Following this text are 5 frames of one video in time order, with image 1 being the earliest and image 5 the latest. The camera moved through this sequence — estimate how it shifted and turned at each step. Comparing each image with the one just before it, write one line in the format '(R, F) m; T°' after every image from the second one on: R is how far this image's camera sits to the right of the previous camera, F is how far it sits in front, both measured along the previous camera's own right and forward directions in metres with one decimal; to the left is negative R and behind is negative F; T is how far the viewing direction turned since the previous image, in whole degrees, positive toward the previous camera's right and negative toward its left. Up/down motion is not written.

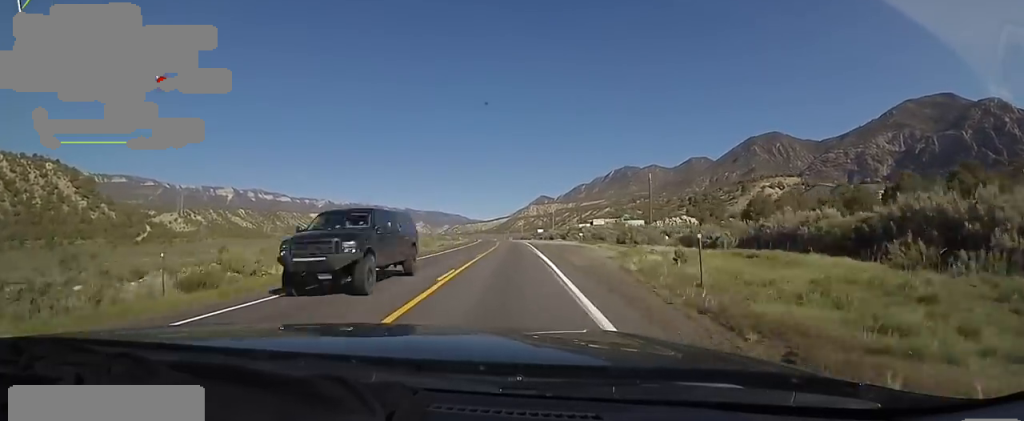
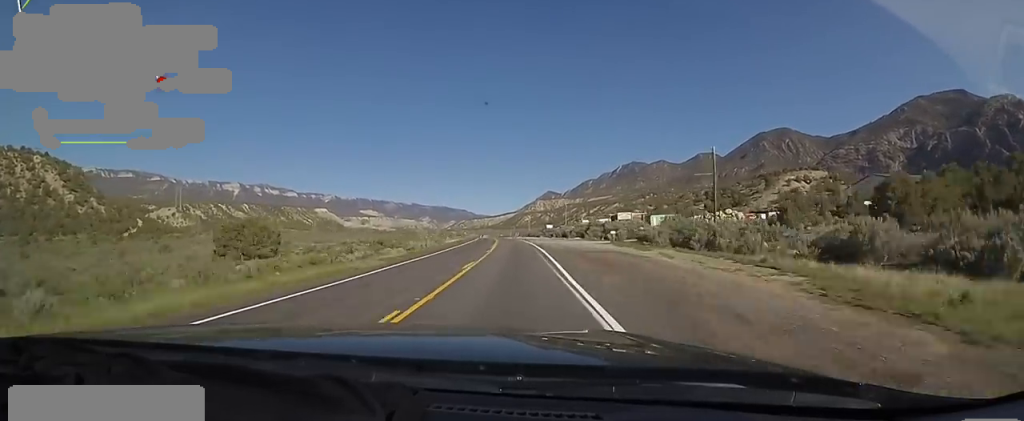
(+0.4, +20.3) m; -1°
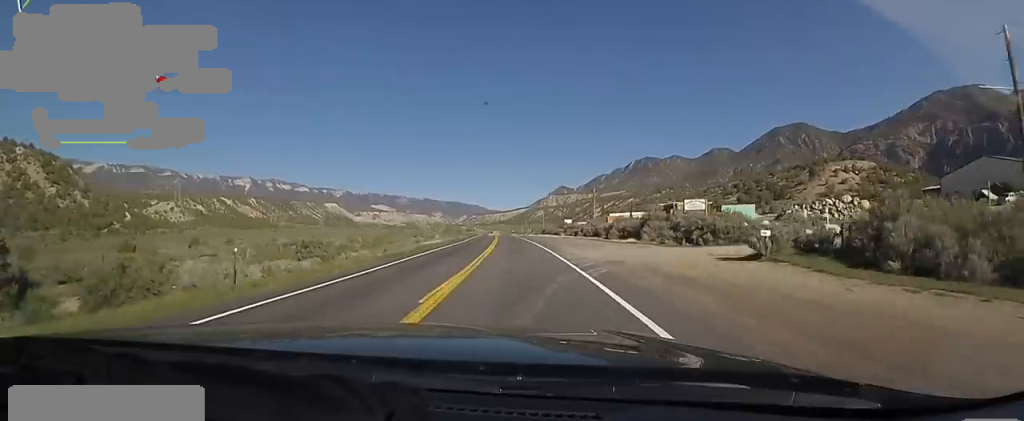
(-1.0, +30.6) m; -2°
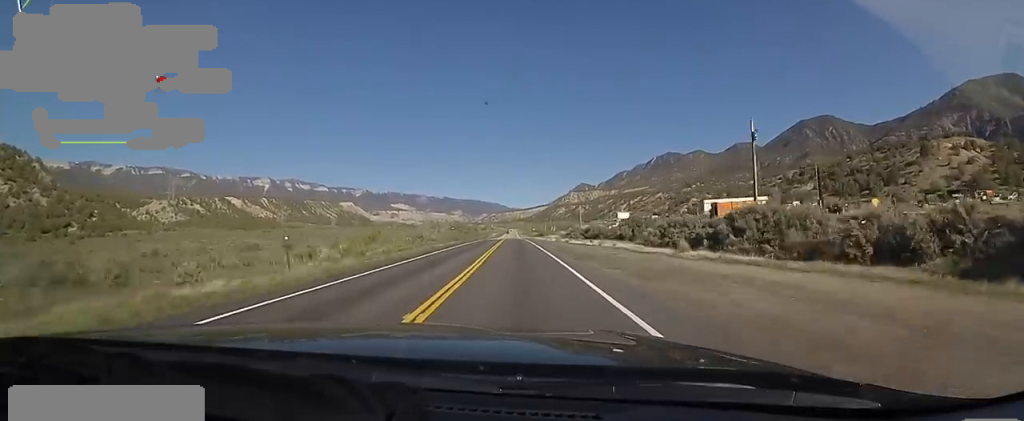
(-1.4, +59.6) m; -1°
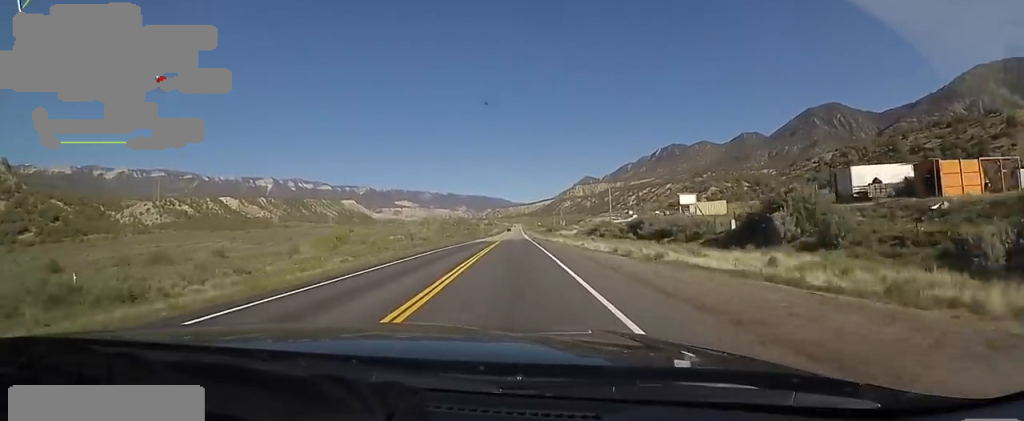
(+0.4, +37.1) m; -2°
